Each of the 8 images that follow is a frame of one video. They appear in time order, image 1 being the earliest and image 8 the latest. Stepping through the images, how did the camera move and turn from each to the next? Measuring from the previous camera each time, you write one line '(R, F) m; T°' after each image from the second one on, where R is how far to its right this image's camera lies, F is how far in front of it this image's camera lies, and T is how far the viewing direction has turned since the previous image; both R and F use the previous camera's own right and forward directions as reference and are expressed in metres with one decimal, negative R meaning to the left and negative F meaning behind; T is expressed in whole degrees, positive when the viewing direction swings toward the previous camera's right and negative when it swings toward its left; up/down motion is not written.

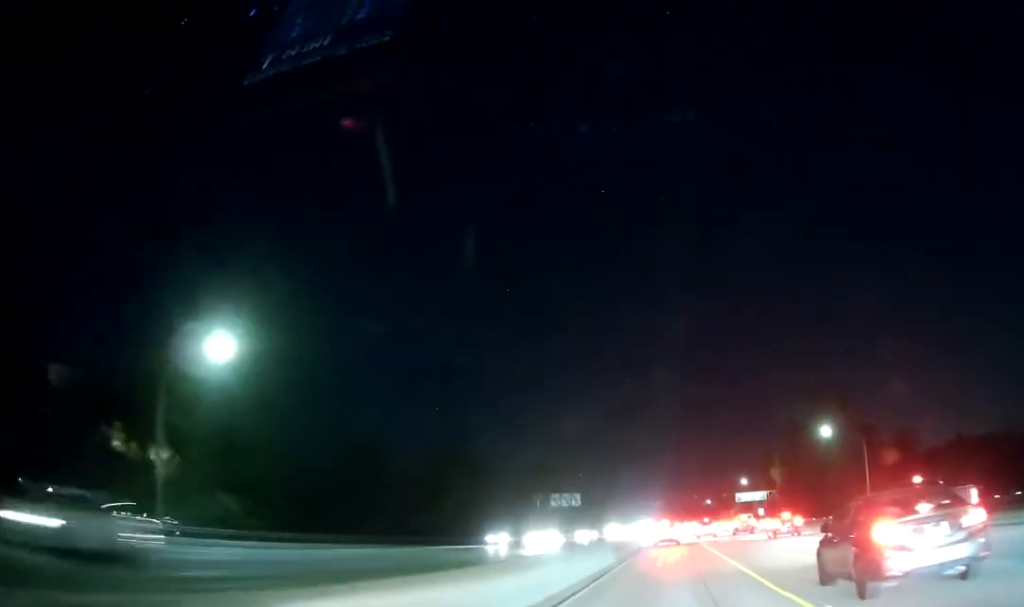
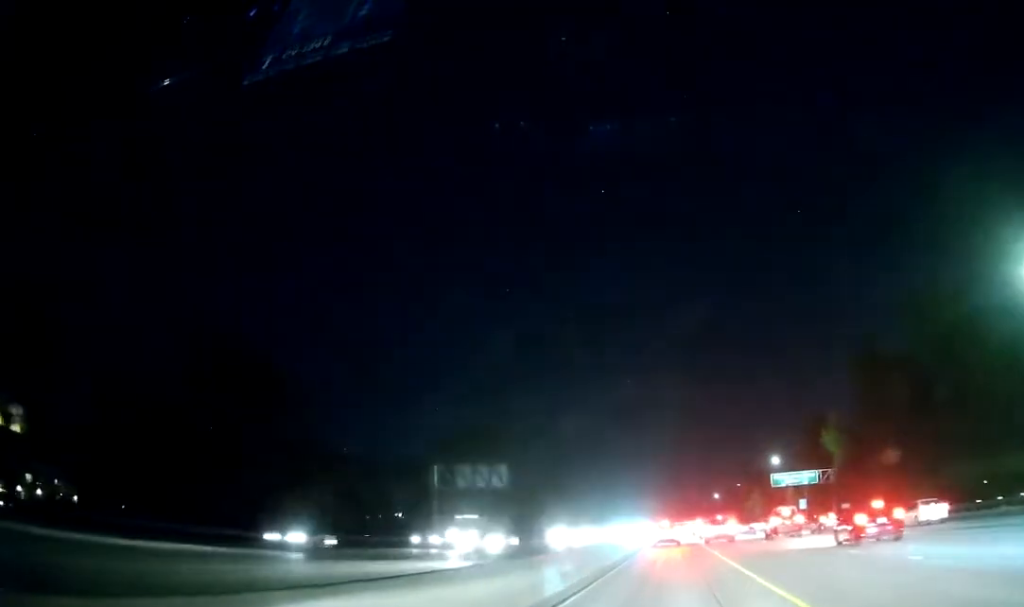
(-0.3, +62.4) m; -1°
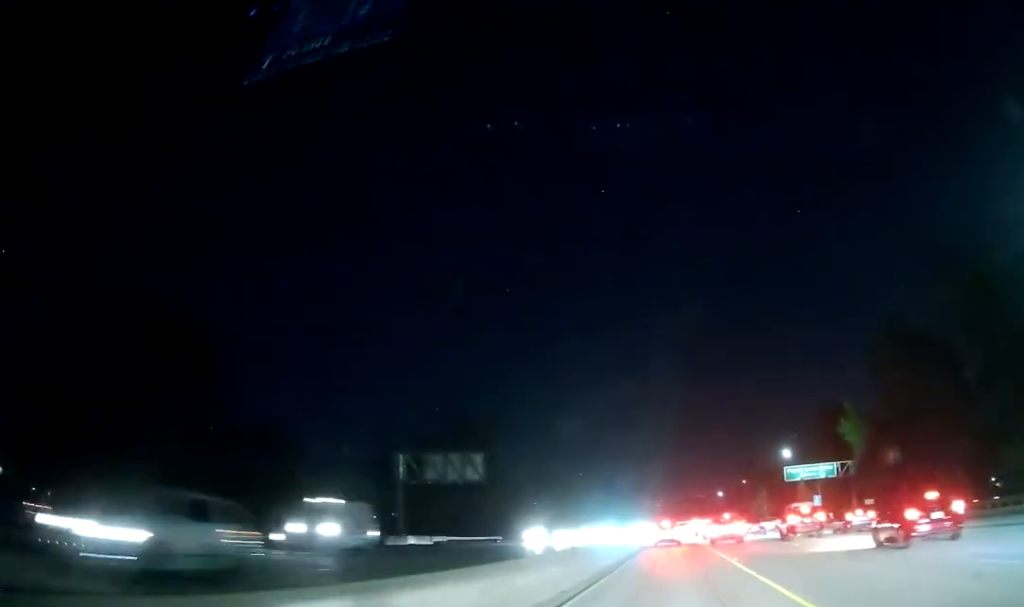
(0.0, +12.0) m; 0°
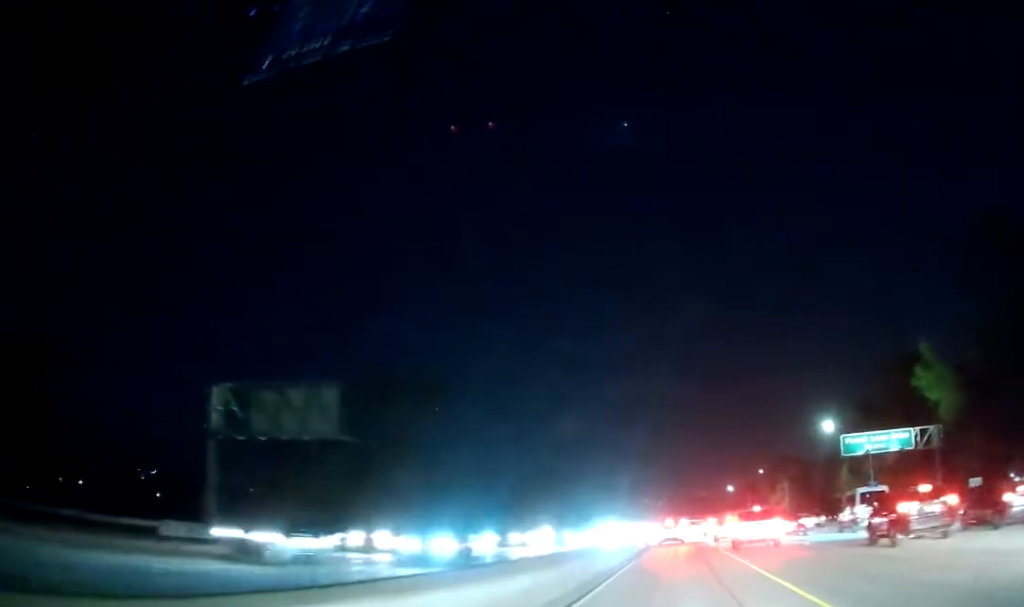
(+0.3, +32.1) m; +1°
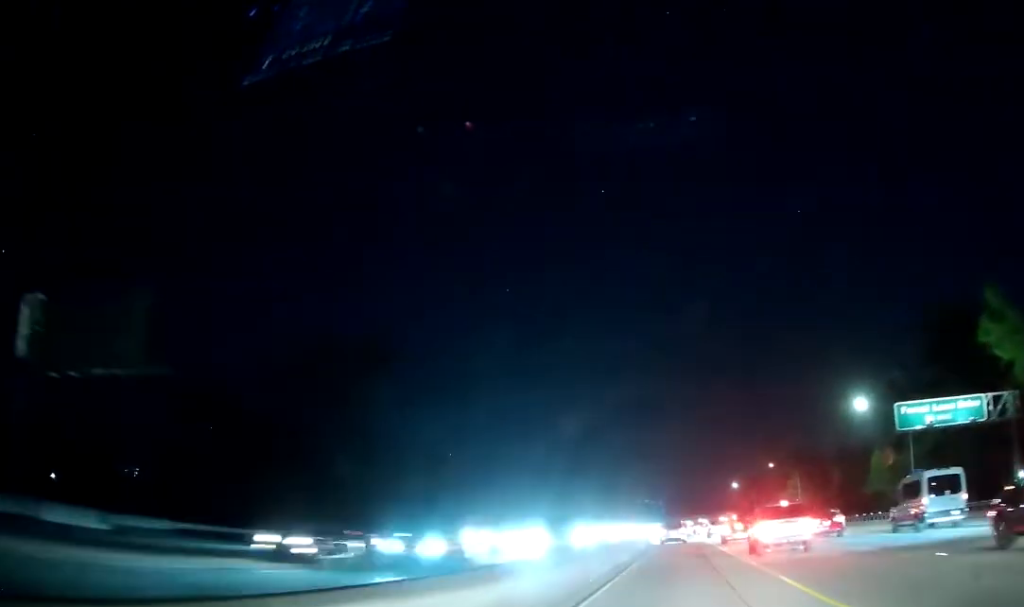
(0.0, +16.8) m; 0°
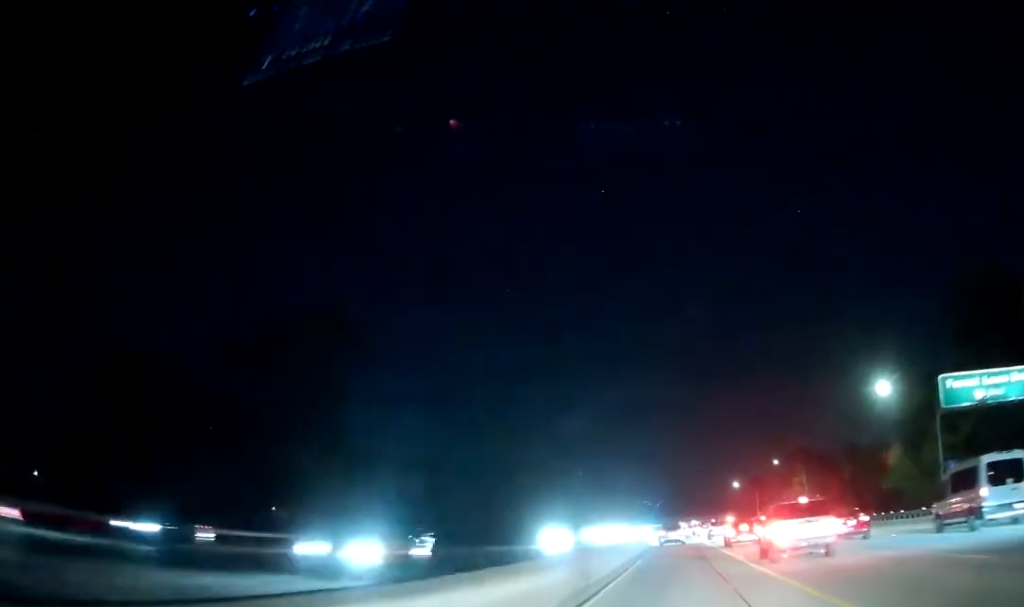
(0.0, +9.0) m; 0°
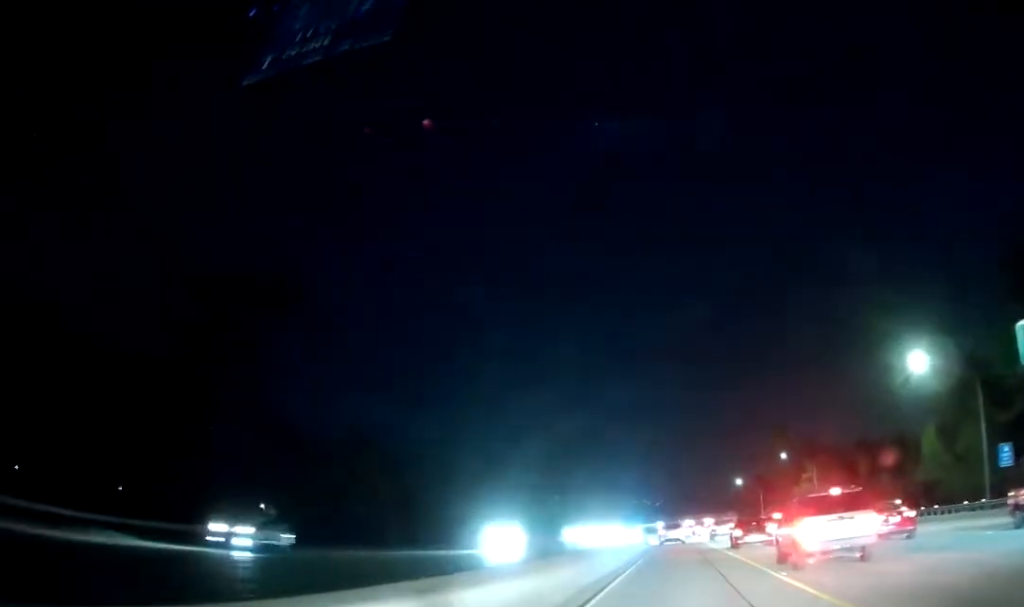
(0.0, +11.0) m; 0°
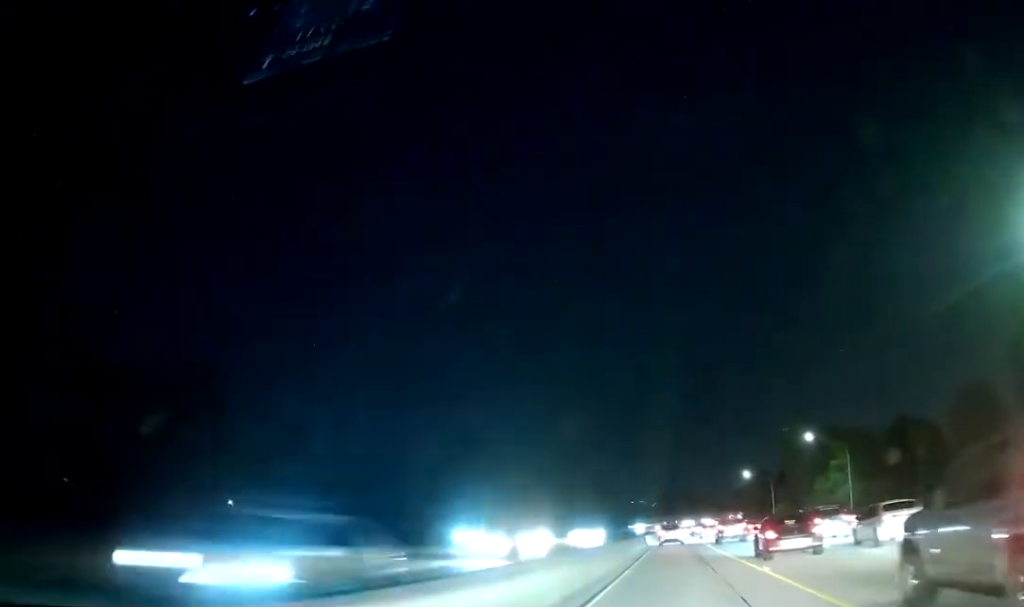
(0.0, +26.7) m; 0°
